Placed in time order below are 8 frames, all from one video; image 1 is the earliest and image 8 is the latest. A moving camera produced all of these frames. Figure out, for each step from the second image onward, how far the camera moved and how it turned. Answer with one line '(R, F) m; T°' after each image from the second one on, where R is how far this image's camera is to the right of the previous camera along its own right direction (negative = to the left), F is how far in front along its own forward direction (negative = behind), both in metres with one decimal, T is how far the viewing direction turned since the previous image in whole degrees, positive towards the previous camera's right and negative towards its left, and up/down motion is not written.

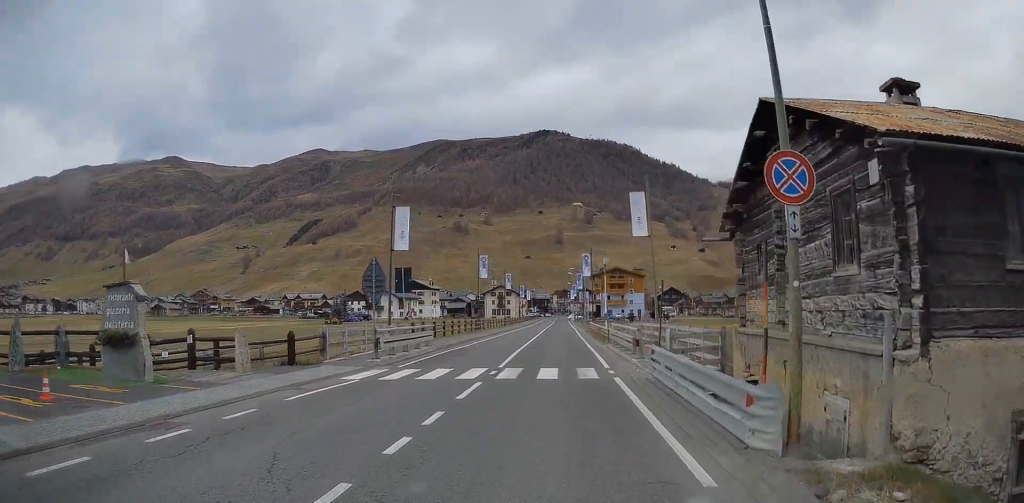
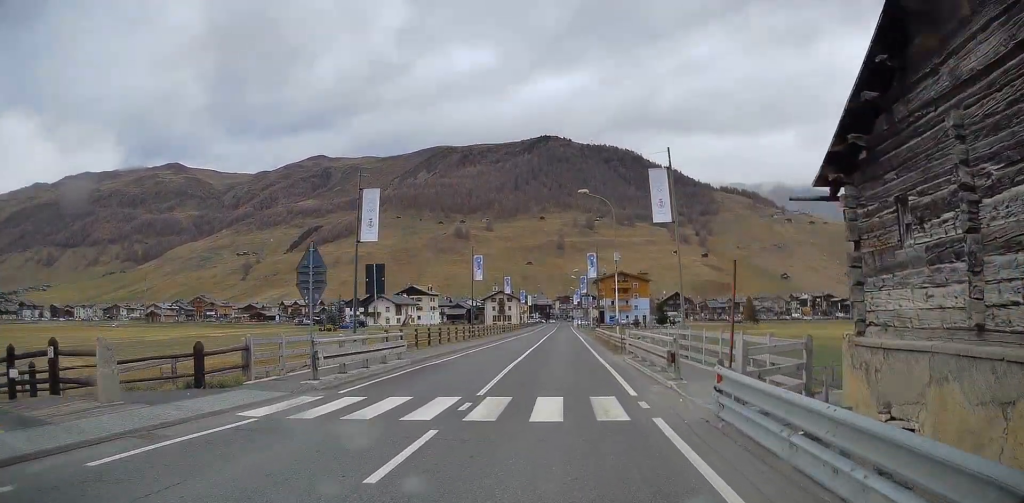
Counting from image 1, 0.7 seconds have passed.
(-0.2, +5.6) m; -1°
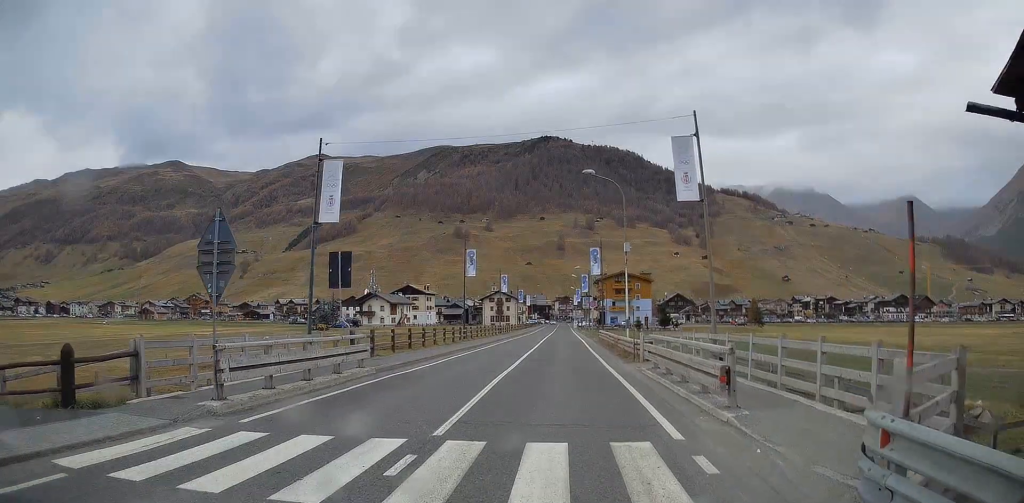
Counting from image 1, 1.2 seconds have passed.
(0.0, +4.6) m; 0°
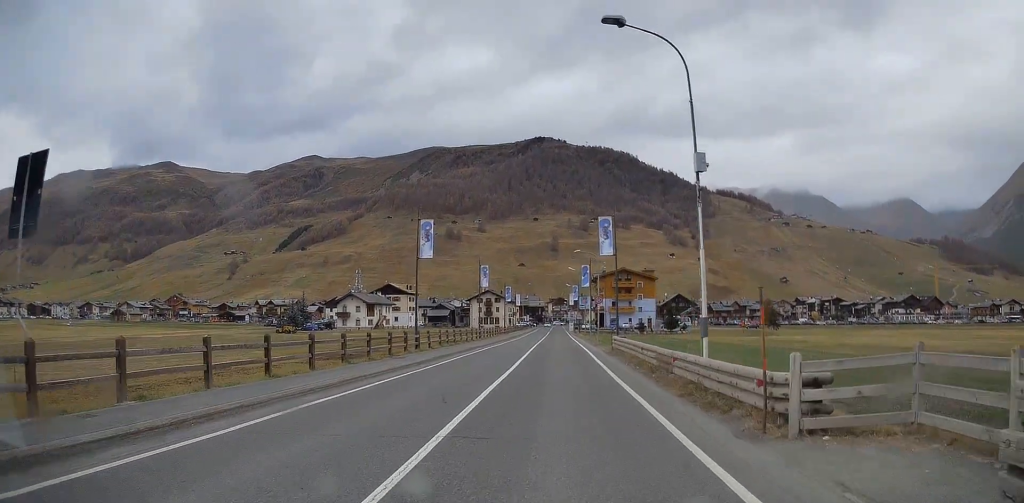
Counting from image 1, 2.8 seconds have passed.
(+0.1, +15.0) m; +2°
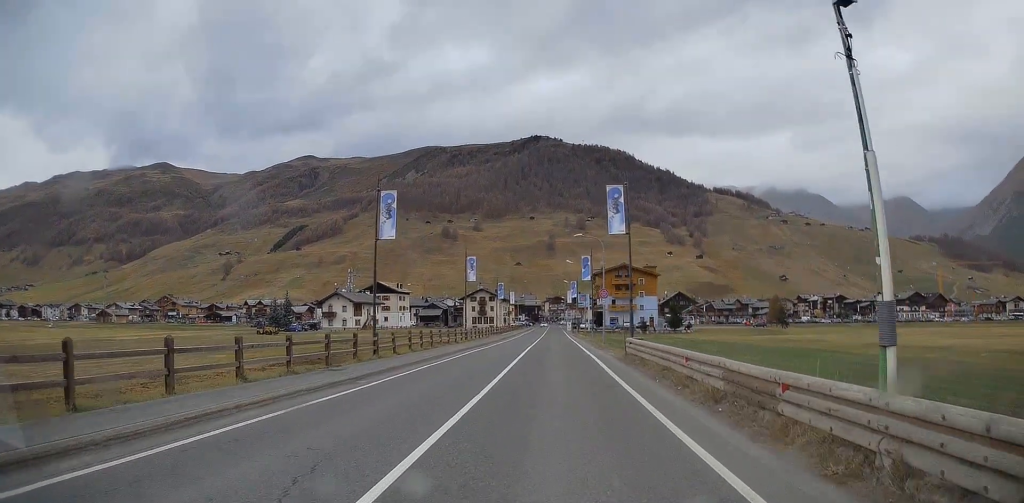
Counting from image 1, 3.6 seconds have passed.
(+0.2, +7.4) m; 0°
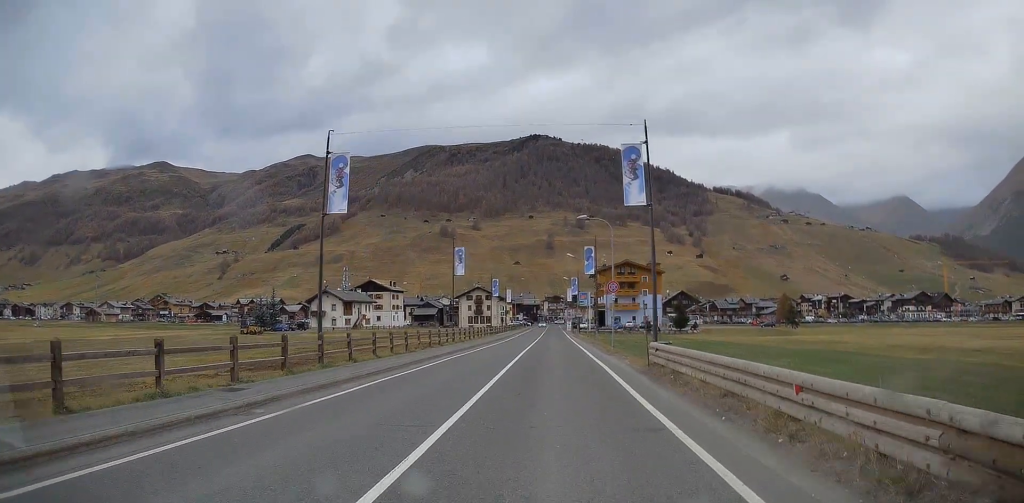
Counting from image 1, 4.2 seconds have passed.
(0.0, +6.2) m; 0°
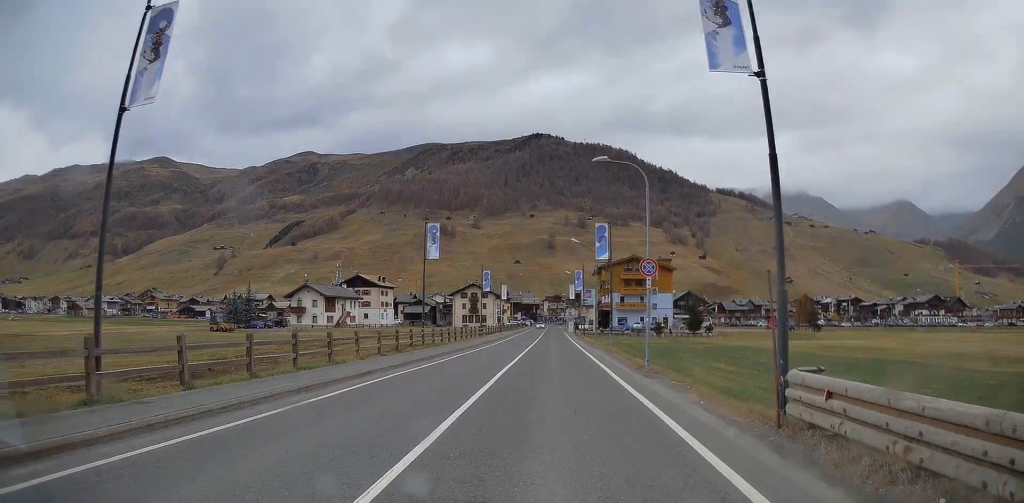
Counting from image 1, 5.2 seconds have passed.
(-0.1, +10.9) m; +1°
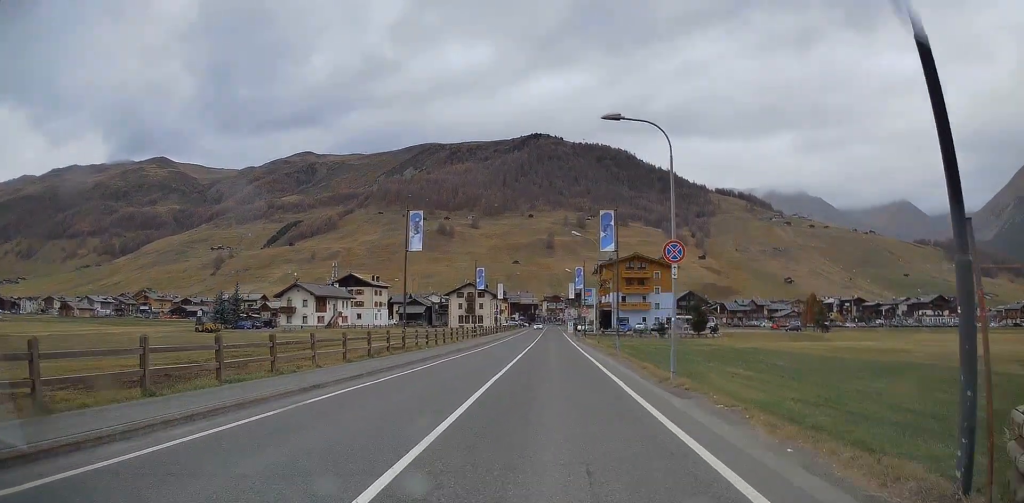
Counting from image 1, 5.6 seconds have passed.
(+0.2, +4.3) m; 0°
